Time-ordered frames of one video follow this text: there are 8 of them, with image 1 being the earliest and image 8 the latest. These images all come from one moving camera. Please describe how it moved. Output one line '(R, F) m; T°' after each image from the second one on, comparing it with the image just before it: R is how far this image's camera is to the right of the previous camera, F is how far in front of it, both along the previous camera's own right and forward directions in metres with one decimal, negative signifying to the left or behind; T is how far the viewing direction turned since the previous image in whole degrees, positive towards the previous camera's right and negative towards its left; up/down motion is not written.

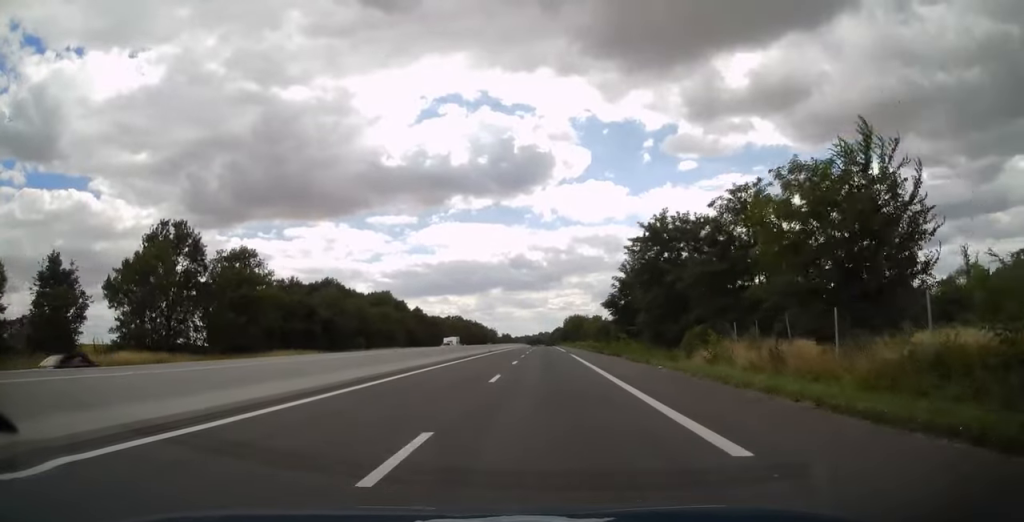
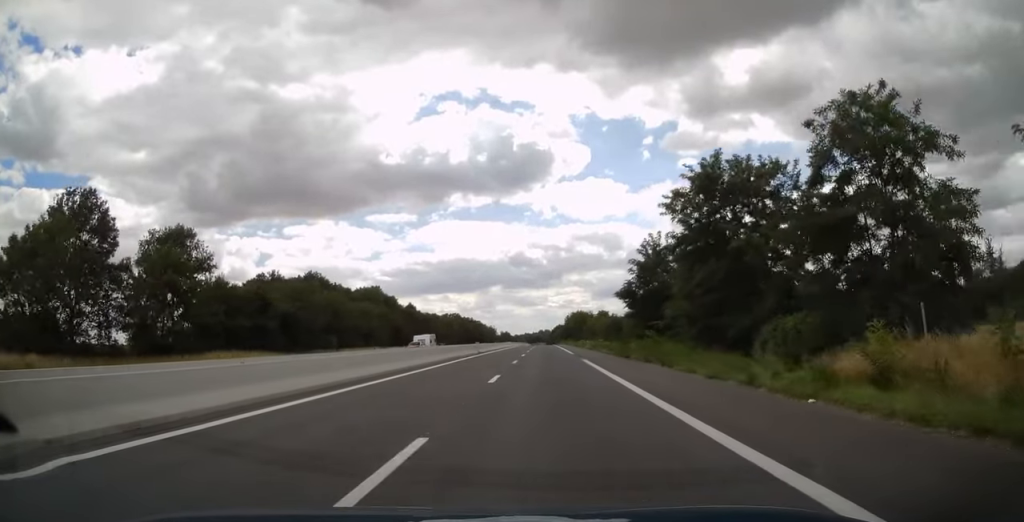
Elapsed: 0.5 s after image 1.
(0.0, +13.6) m; 0°
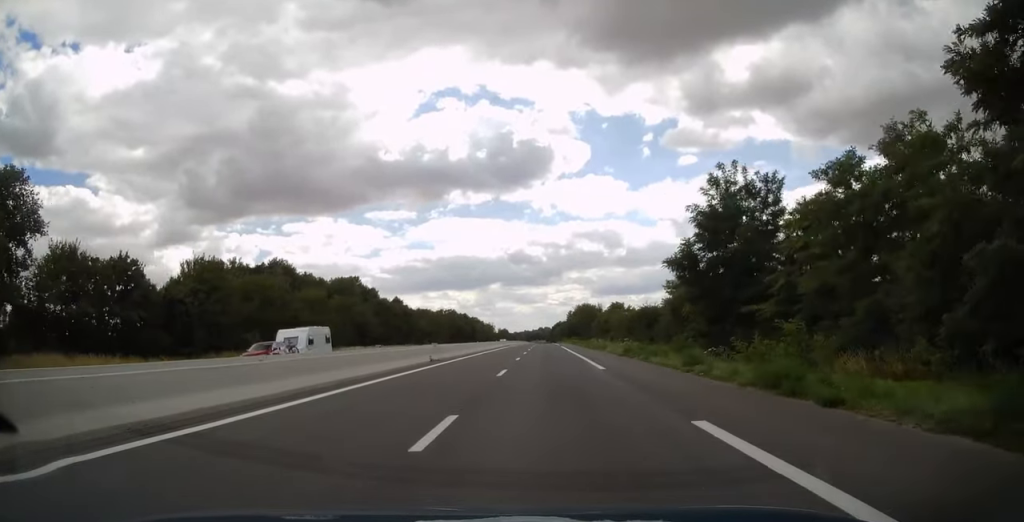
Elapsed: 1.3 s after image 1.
(0.0, +23.4) m; 0°
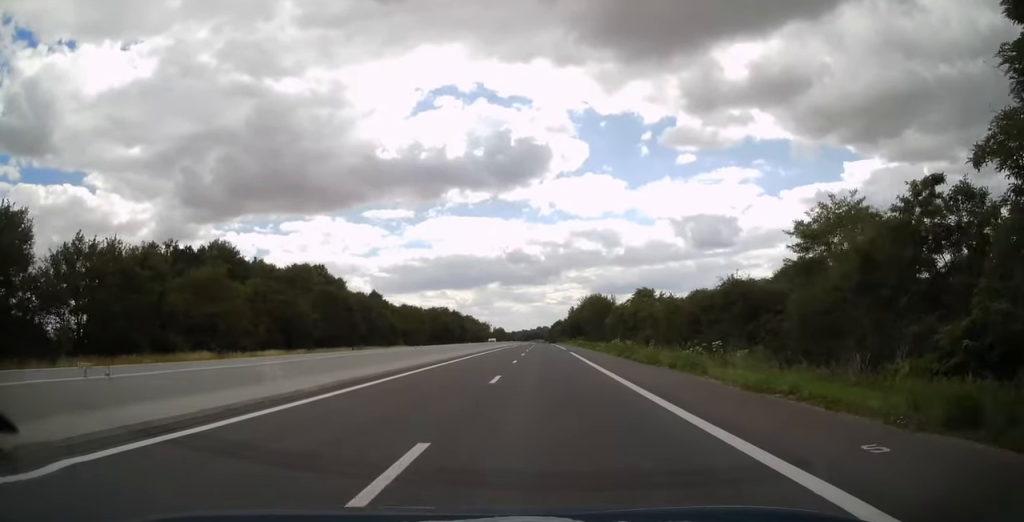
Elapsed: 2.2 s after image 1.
(0.0, +28.3) m; 0°
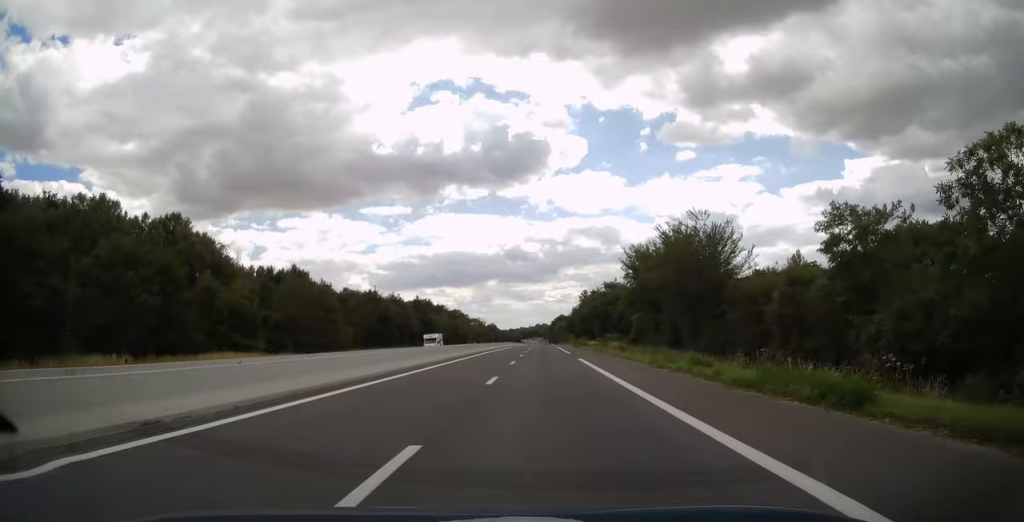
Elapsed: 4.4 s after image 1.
(+0.1, +64.7) m; 0°
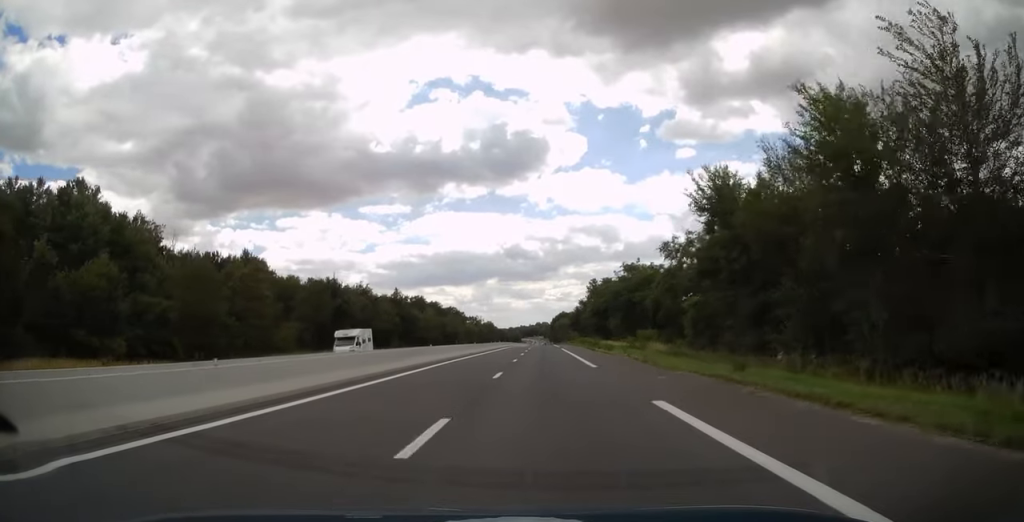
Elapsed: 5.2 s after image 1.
(0.0, +23.6) m; 0°
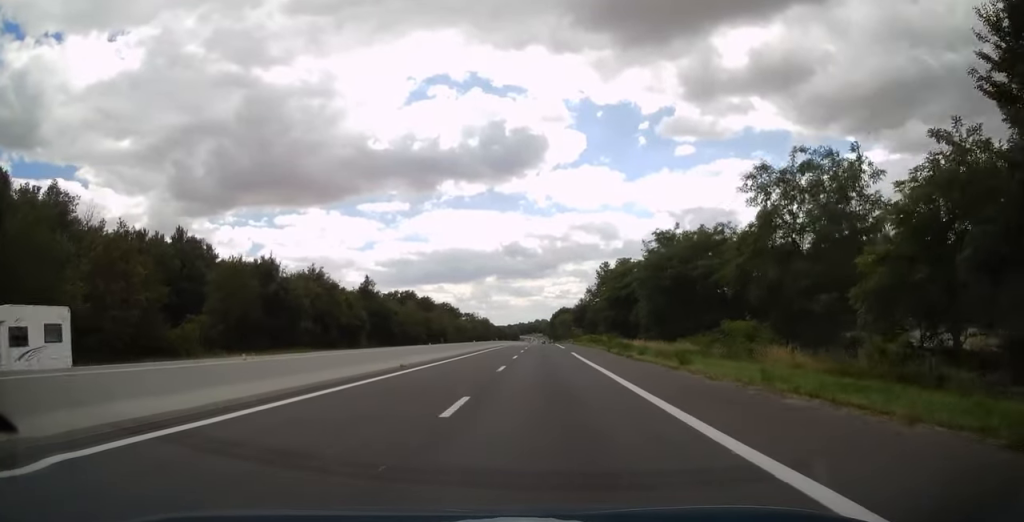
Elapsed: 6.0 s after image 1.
(0.0, +22.6) m; 0°
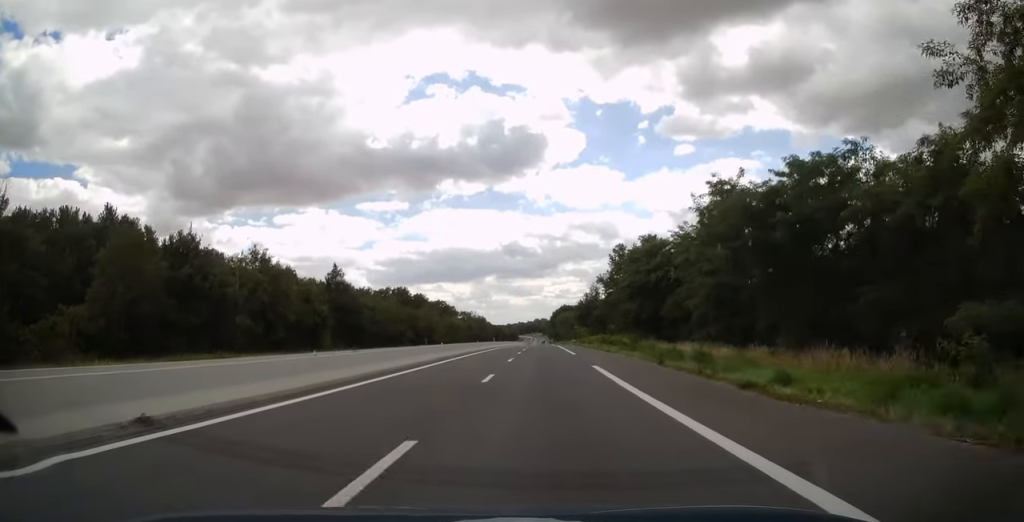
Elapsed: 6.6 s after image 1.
(+0.1, +18.2) m; 0°
